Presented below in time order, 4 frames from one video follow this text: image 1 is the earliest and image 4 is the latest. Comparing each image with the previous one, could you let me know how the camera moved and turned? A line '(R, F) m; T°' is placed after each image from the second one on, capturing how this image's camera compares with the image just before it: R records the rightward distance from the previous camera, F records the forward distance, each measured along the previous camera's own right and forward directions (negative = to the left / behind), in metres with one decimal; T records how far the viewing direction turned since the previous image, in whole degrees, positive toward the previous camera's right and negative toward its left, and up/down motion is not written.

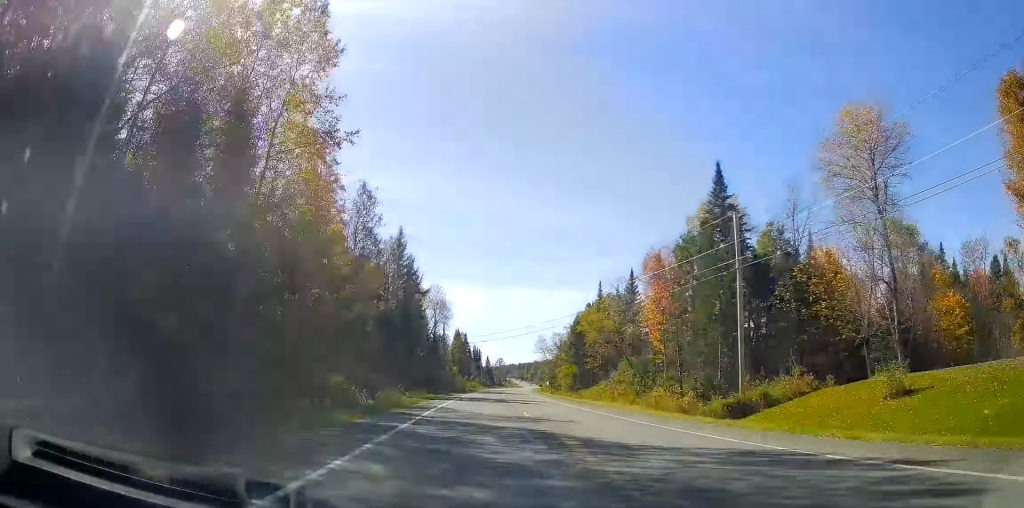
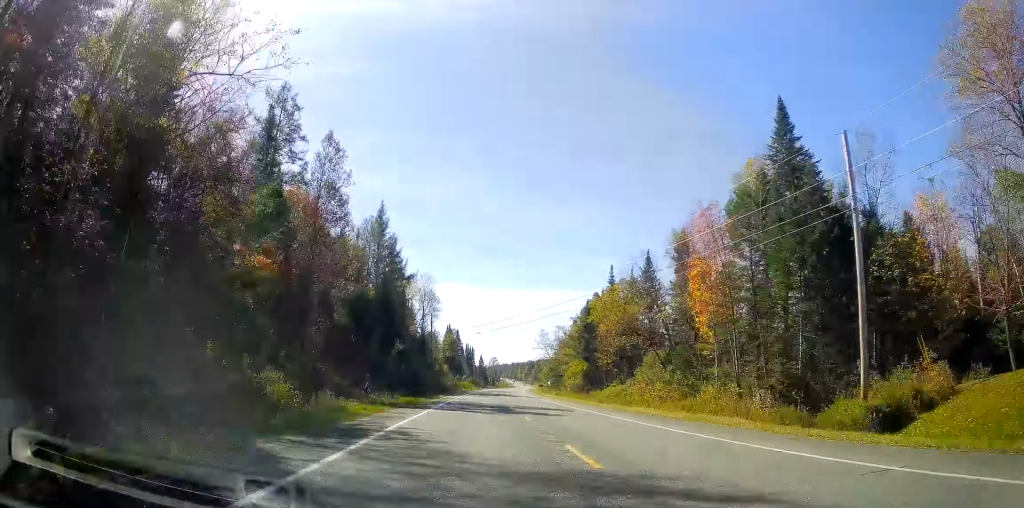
(0.0, +13.2) m; 0°
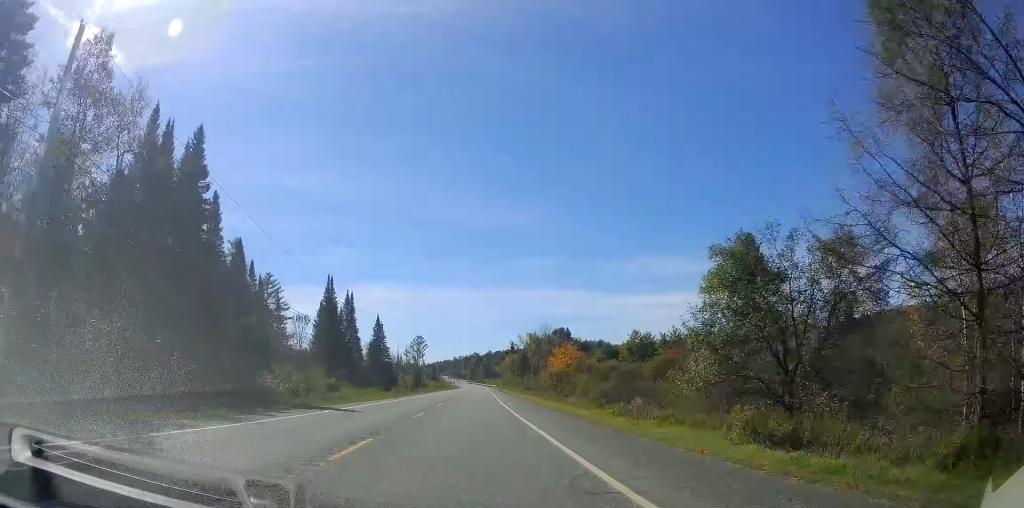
(+12.6, +161.2) m; +8°
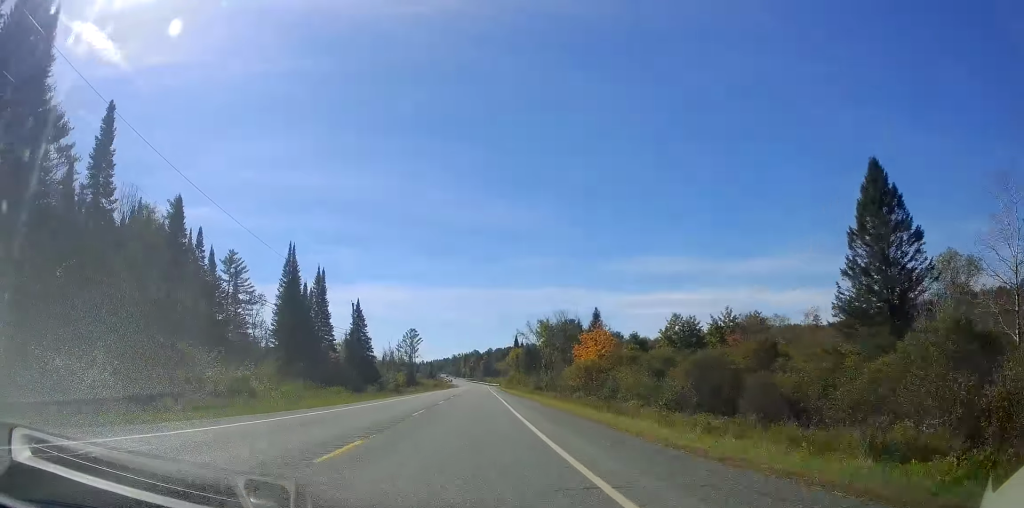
(+0.1, +22.3) m; 0°
